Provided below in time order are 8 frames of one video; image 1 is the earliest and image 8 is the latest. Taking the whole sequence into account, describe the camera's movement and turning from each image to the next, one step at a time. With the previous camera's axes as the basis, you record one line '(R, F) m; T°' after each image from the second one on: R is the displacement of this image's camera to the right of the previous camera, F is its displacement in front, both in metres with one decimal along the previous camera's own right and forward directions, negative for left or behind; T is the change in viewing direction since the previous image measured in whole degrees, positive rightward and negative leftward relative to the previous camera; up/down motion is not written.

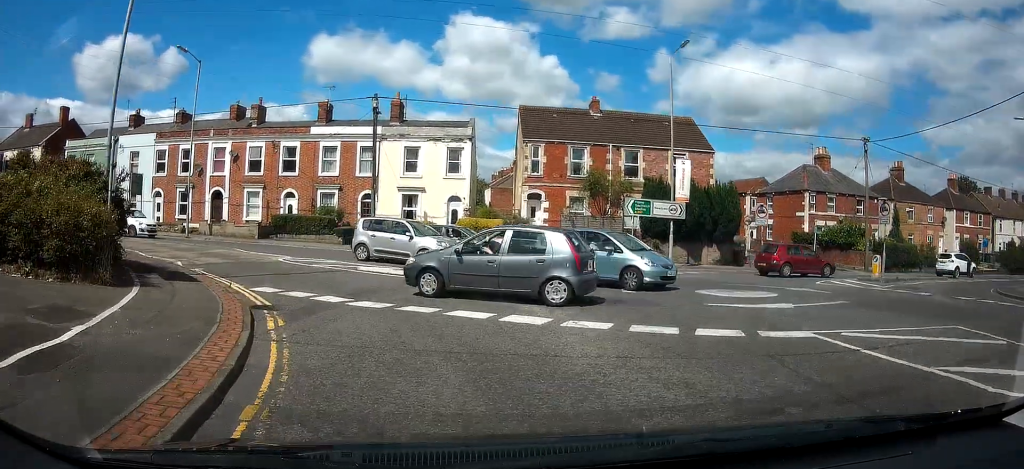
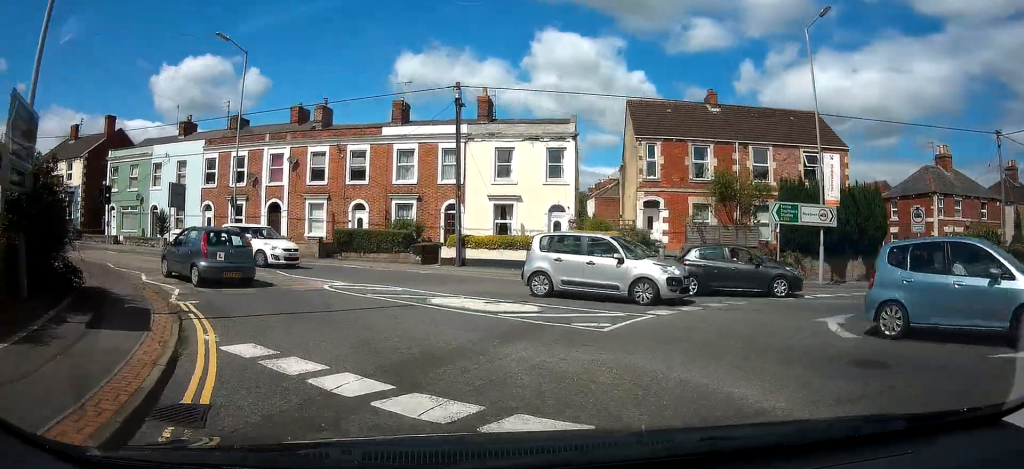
(-0.6, +6.0) m; -16°
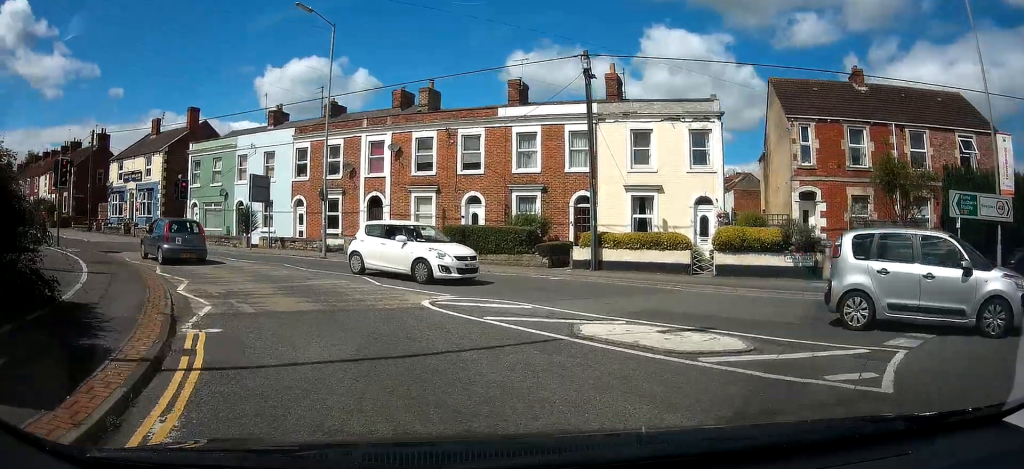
(-0.4, +4.0) m; -13°
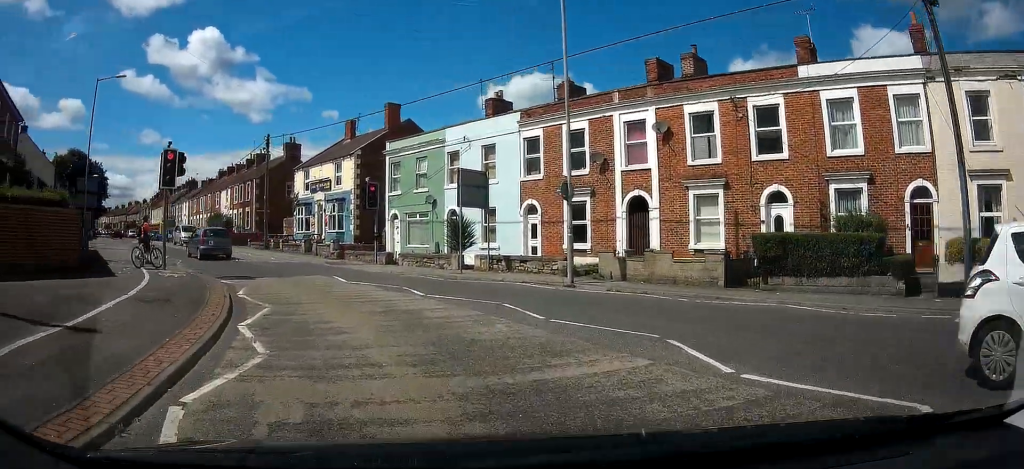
(-1.4, +7.0) m; -19°
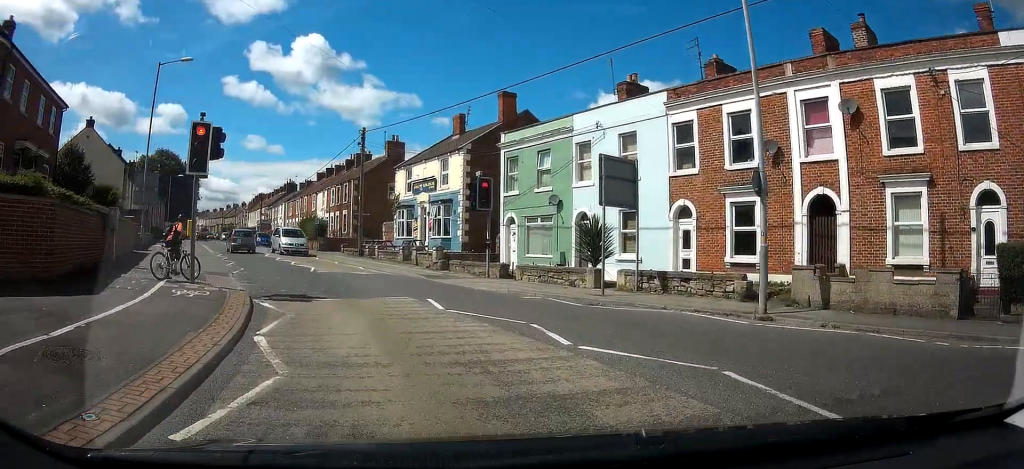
(-0.4, +4.5) m; -11°
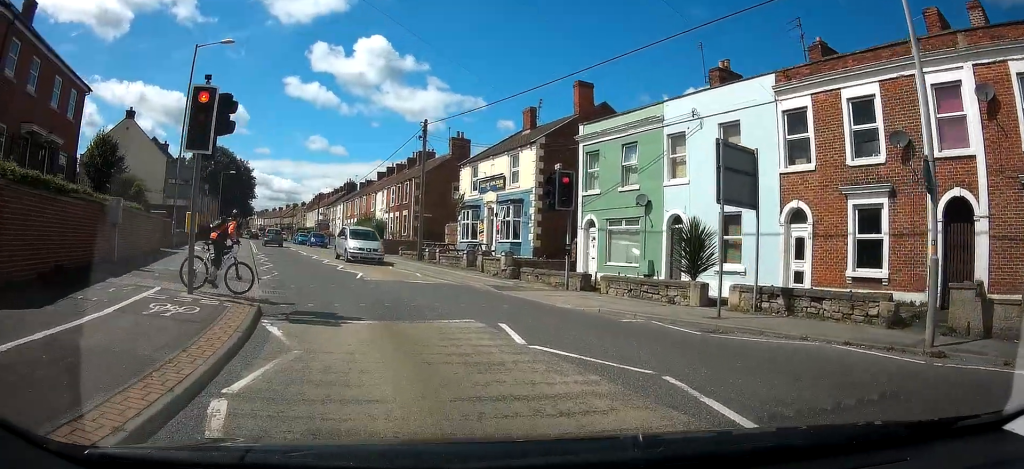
(-0.3, +3.2) m; -13°
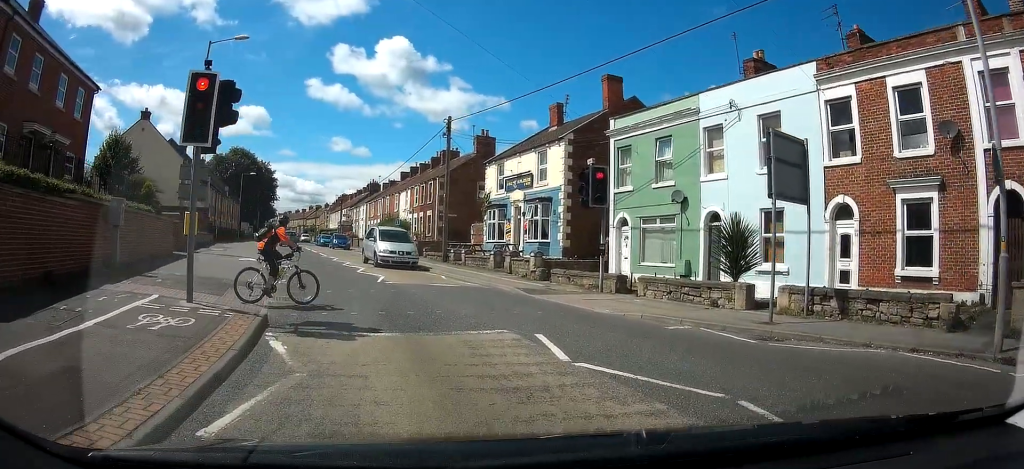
(-0.1, +1.4) m; -9°
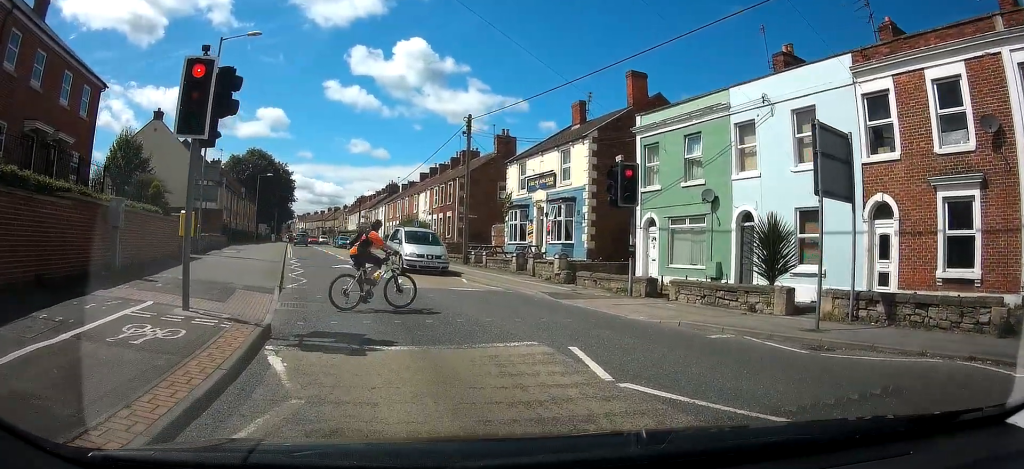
(-0.2, +1.1) m; 0°
